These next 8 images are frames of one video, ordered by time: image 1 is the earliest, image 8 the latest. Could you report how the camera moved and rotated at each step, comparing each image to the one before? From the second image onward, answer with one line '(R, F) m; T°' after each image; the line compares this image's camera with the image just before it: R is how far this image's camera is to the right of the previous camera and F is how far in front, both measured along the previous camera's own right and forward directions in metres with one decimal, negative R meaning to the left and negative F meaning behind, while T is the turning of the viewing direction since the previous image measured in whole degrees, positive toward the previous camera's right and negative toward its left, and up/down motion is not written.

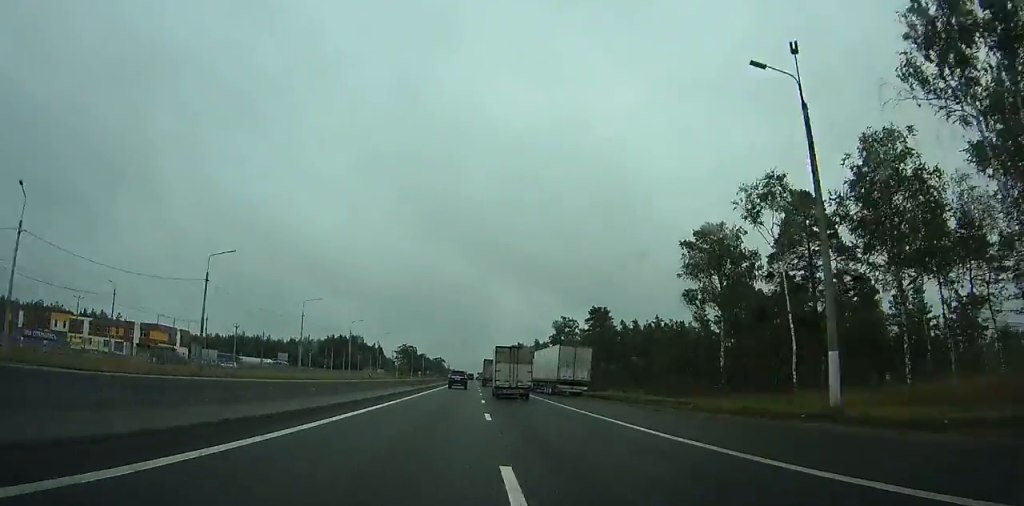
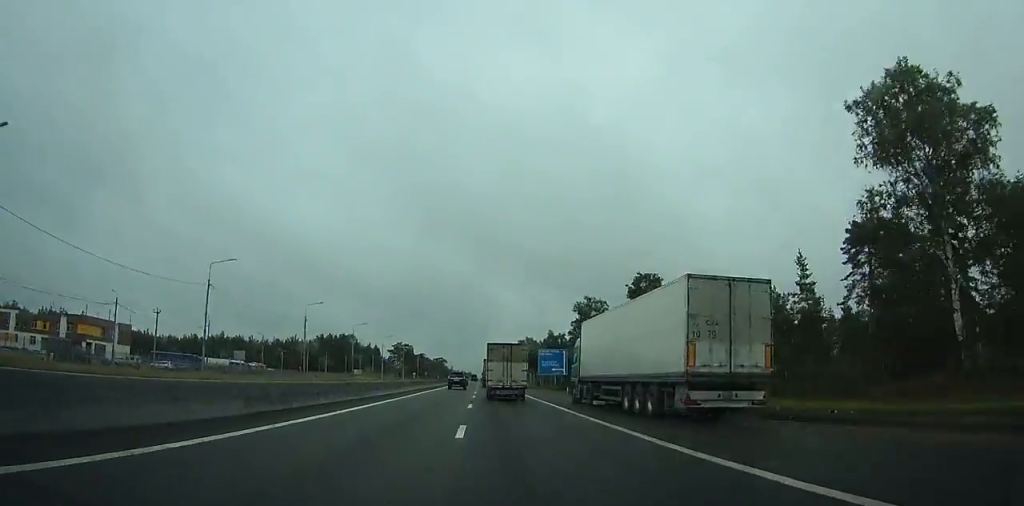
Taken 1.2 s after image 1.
(+0.1, +29.2) m; 0°
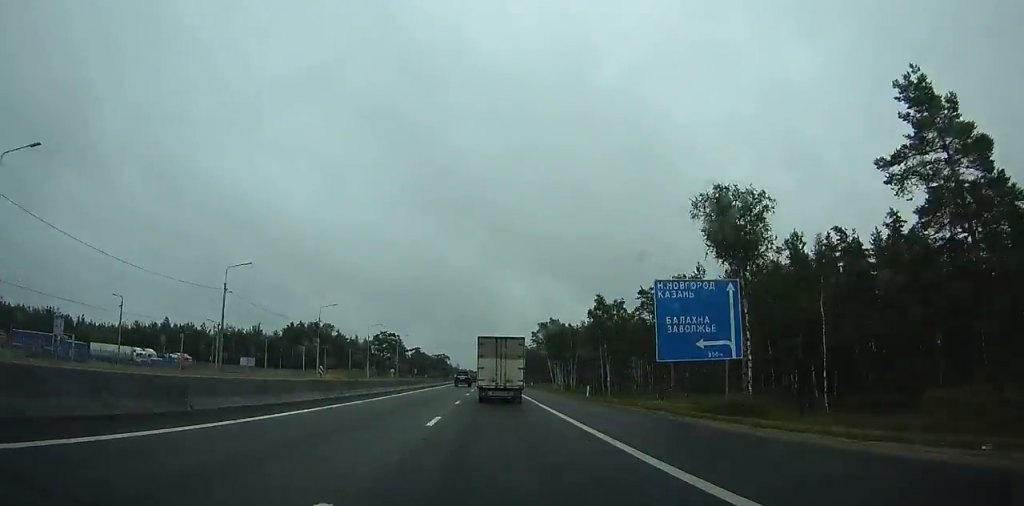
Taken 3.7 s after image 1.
(0.0, +58.8) m; 0°
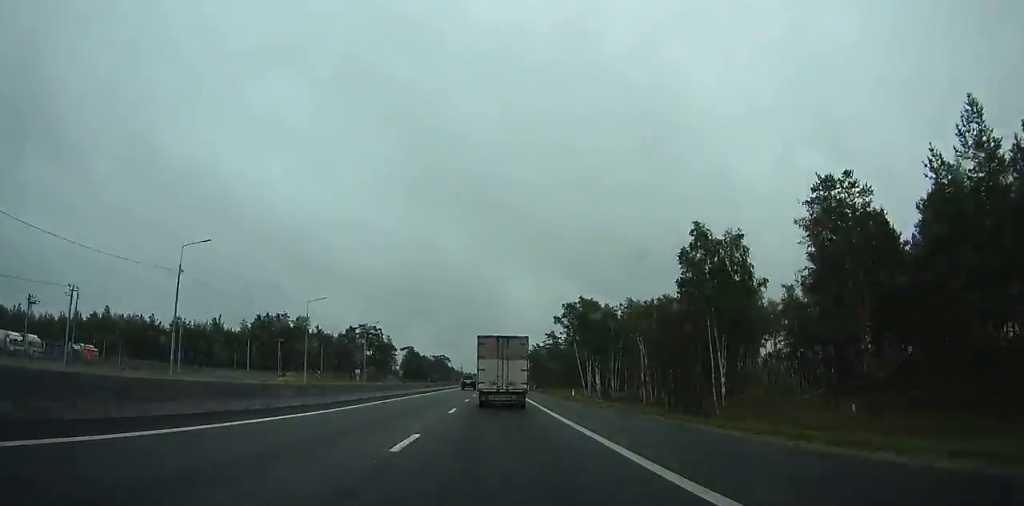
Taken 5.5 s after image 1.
(-0.2, +41.5) m; -1°
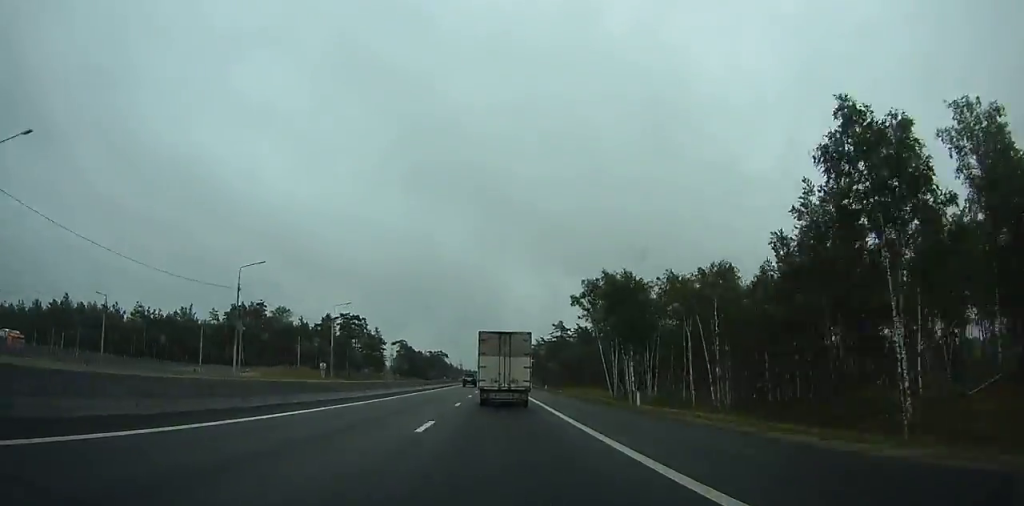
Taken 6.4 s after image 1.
(-0.1, +21.2) m; 0°
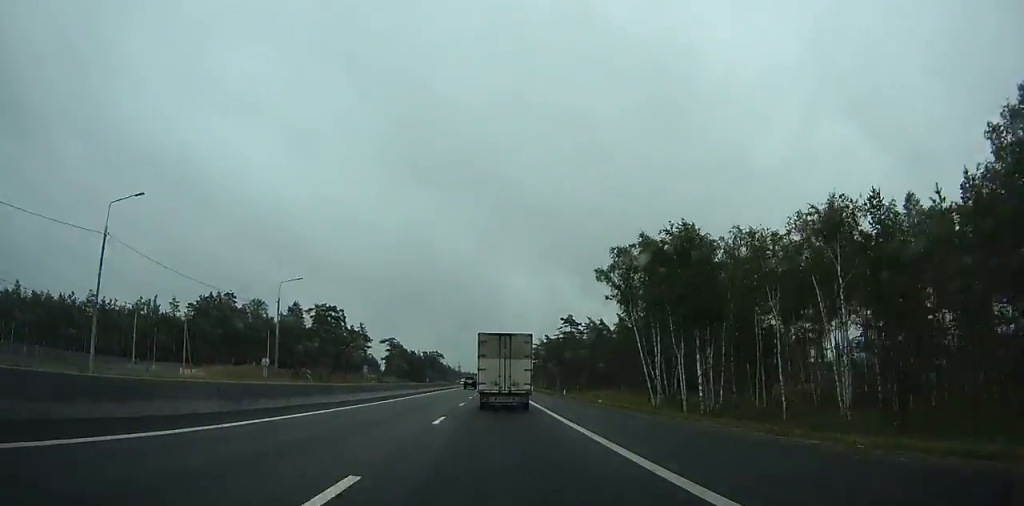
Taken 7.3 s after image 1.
(0.0, +20.5) m; 0°
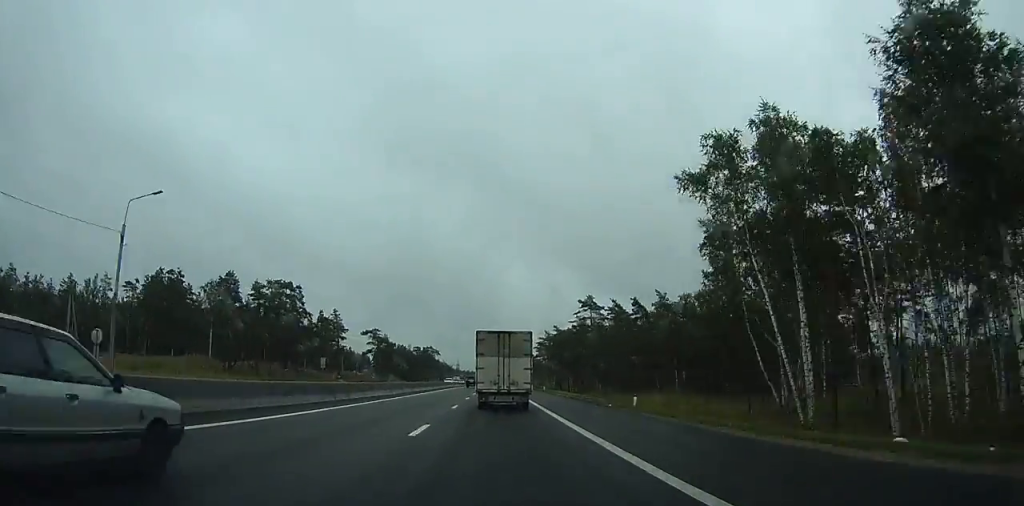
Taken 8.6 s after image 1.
(0.0, +27.5) m; 0°
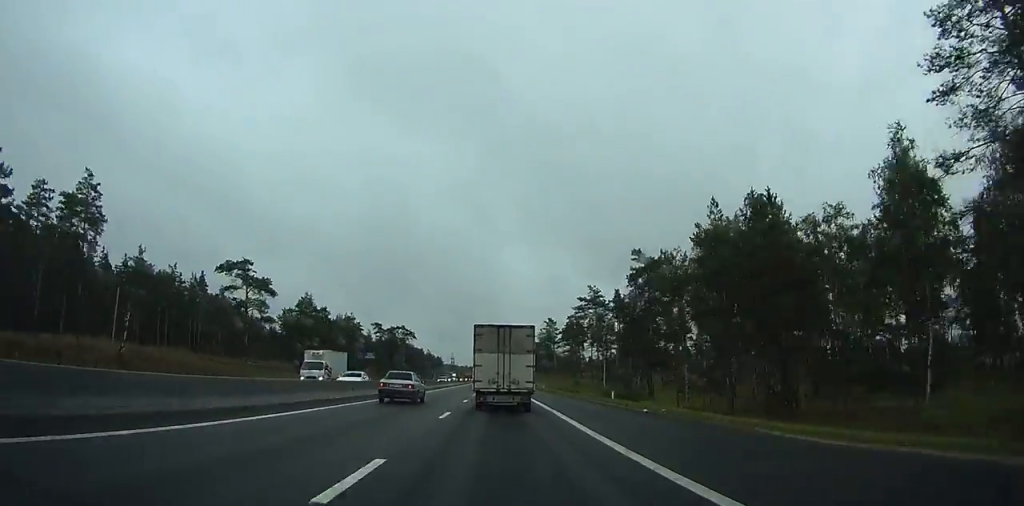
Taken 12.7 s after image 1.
(-0.1, +82.2) m; 0°
